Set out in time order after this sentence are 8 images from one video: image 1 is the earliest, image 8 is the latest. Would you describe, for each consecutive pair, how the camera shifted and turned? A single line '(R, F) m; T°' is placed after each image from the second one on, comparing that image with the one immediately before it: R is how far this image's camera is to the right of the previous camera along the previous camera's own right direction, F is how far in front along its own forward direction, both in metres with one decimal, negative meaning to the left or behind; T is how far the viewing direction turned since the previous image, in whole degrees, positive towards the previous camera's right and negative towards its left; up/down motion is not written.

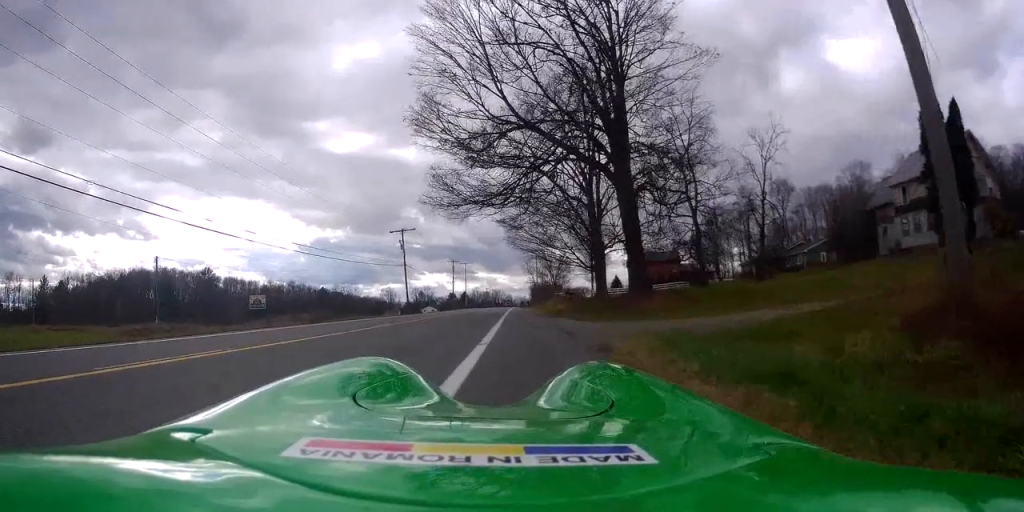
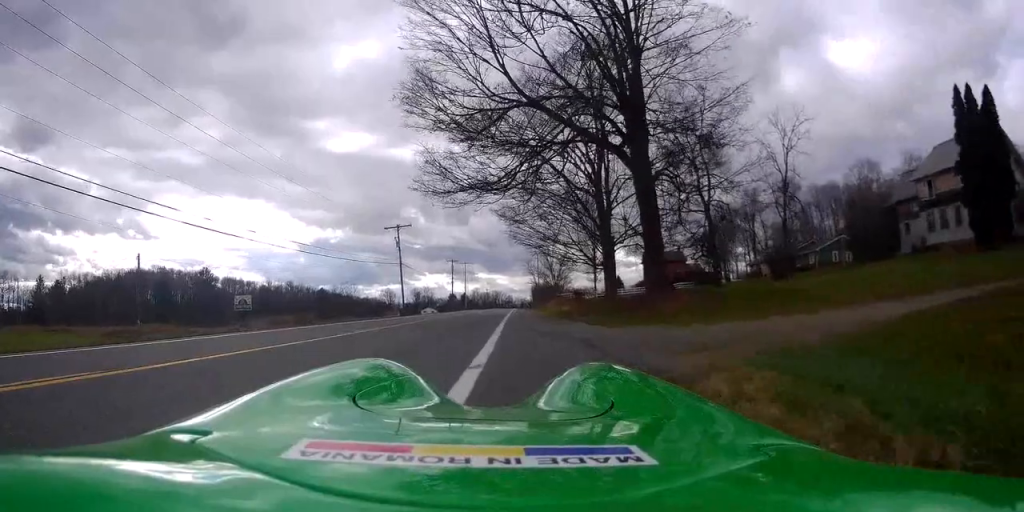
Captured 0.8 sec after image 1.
(+0.1, +3.3) m; +2°
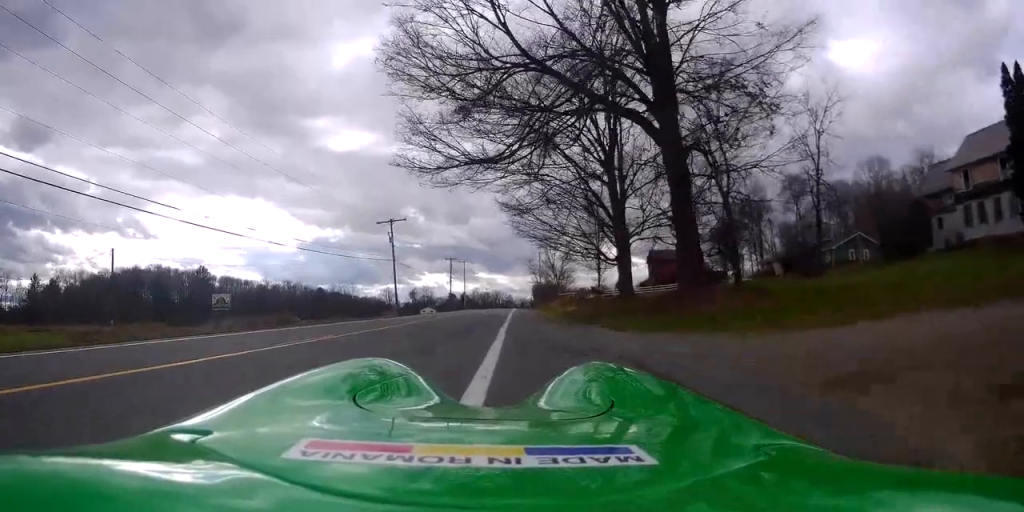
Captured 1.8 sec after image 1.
(+0.1, +4.4) m; +2°
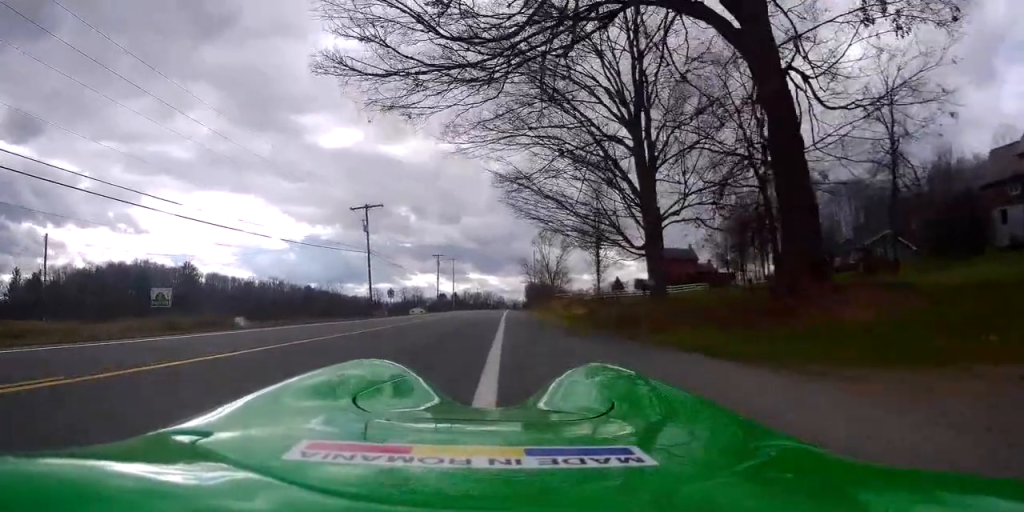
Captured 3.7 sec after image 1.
(0.0, +8.5) m; 0°
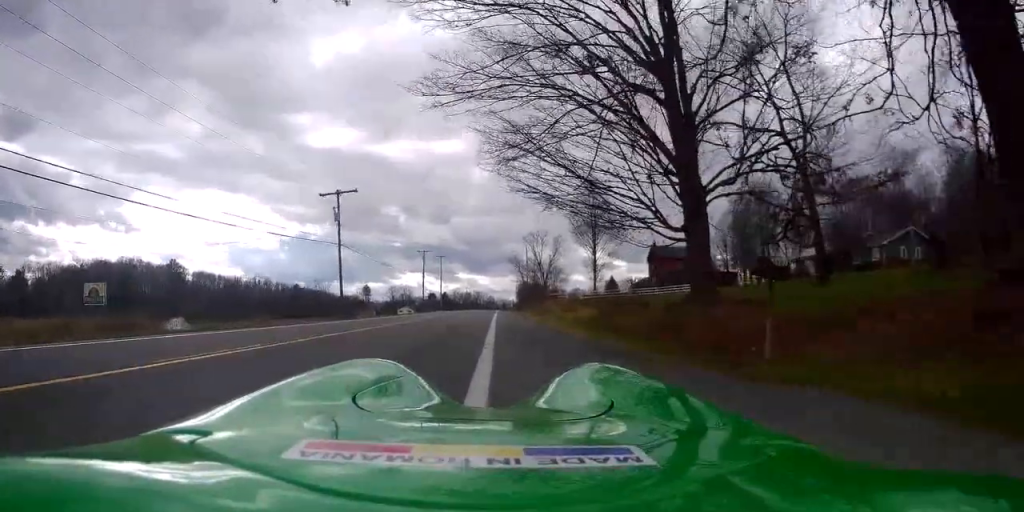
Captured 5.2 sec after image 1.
(+0.1, +6.9) m; +2°
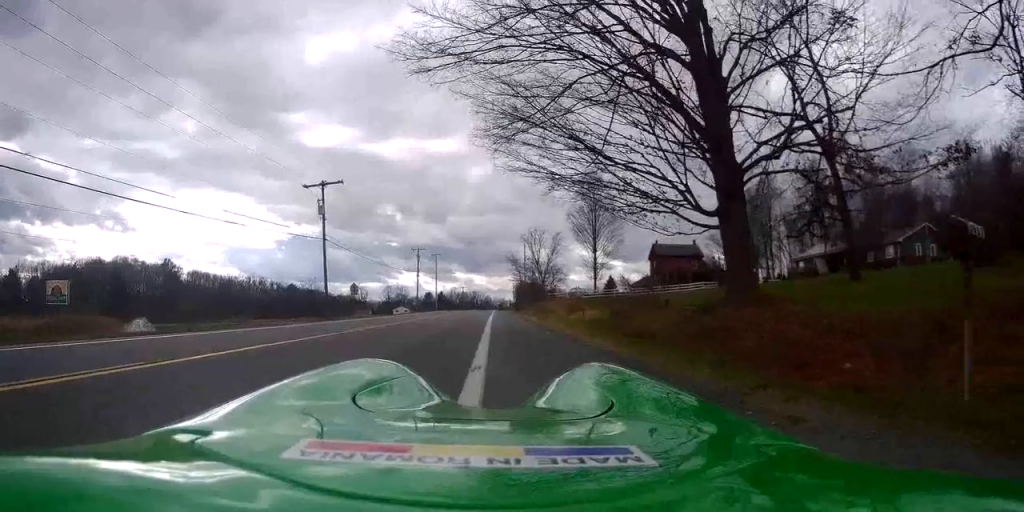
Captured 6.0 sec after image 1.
(0.0, +3.3) m; -2°
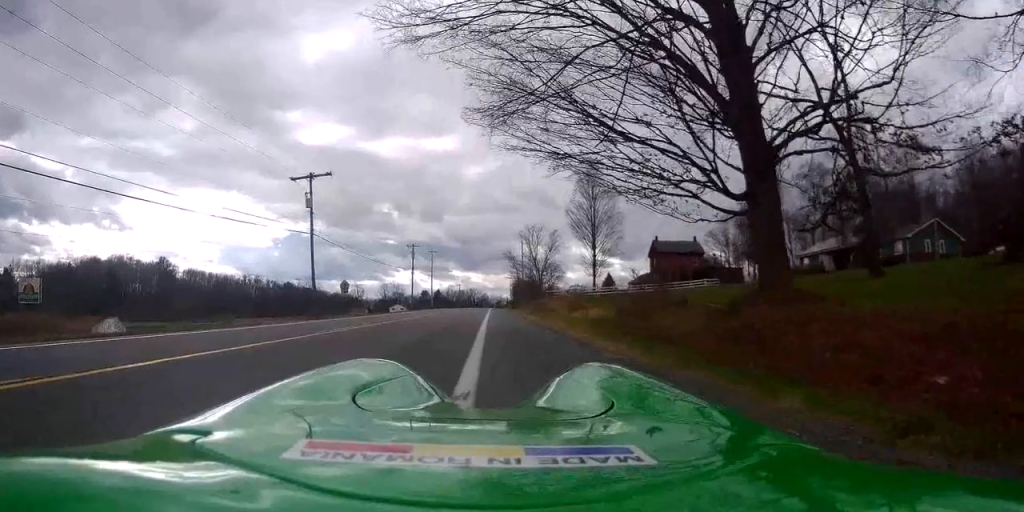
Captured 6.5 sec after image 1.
(0.0, +2.2) m; +1°
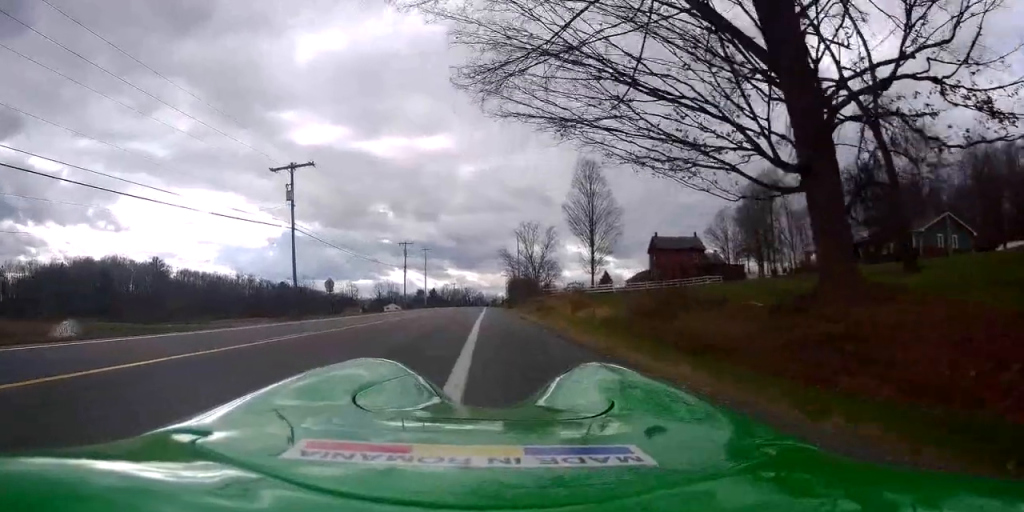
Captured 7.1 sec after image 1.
(-0.2, +2.9) m; +4°
